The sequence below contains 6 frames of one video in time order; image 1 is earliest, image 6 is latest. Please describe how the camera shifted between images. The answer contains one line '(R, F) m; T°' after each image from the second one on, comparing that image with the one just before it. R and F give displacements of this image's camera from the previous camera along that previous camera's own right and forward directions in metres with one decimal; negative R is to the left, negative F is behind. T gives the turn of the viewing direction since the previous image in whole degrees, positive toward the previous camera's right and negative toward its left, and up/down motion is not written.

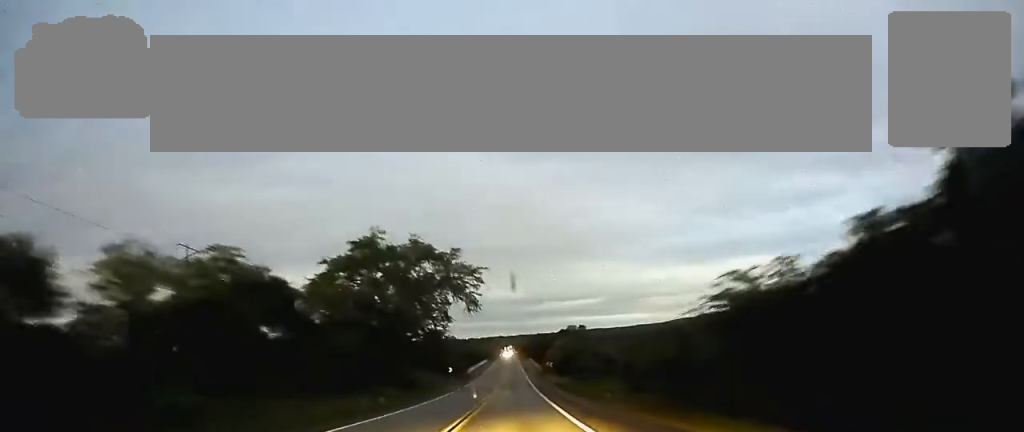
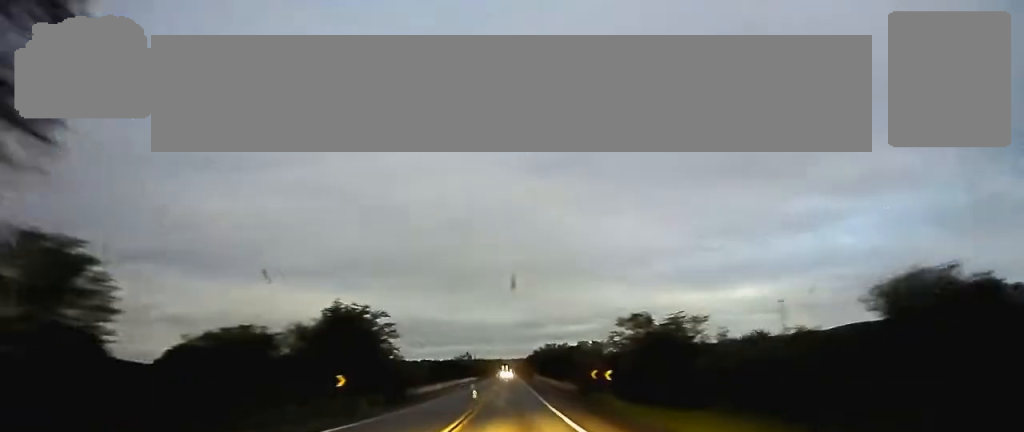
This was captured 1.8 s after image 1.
(+0.3, +58.4) m; 0°
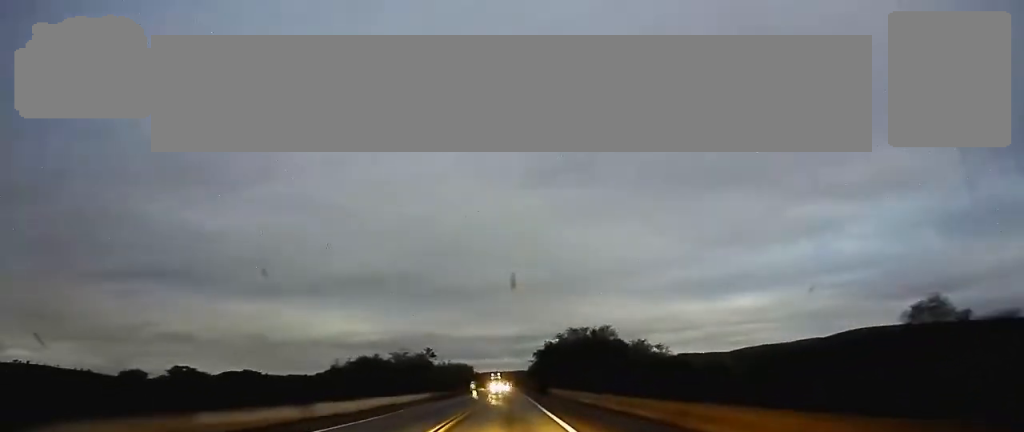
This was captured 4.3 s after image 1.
(-0.3, +80.0) m; 0°
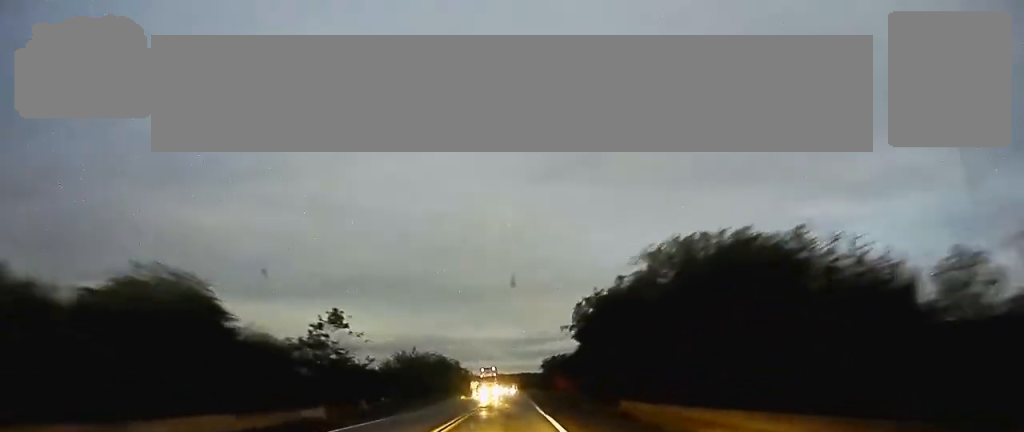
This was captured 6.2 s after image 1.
(-0.1, +58.6) m; 0°
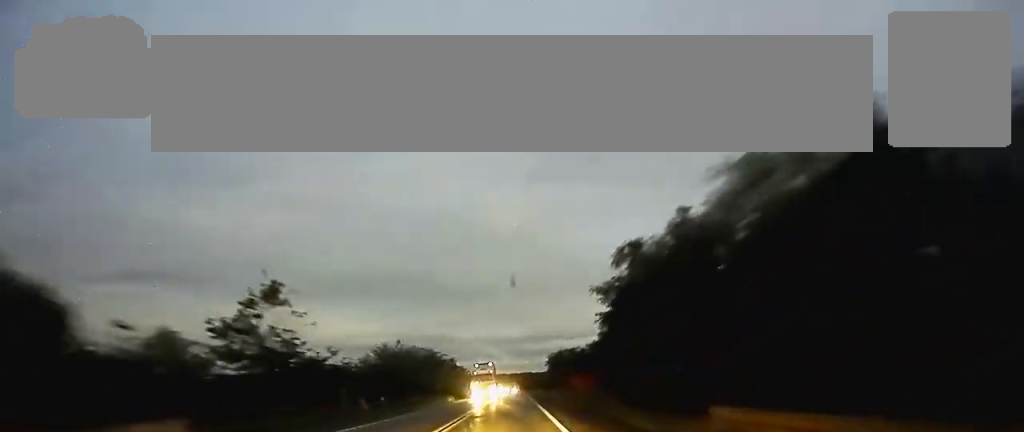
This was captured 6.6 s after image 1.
(0.0, +13.4) m; 0°
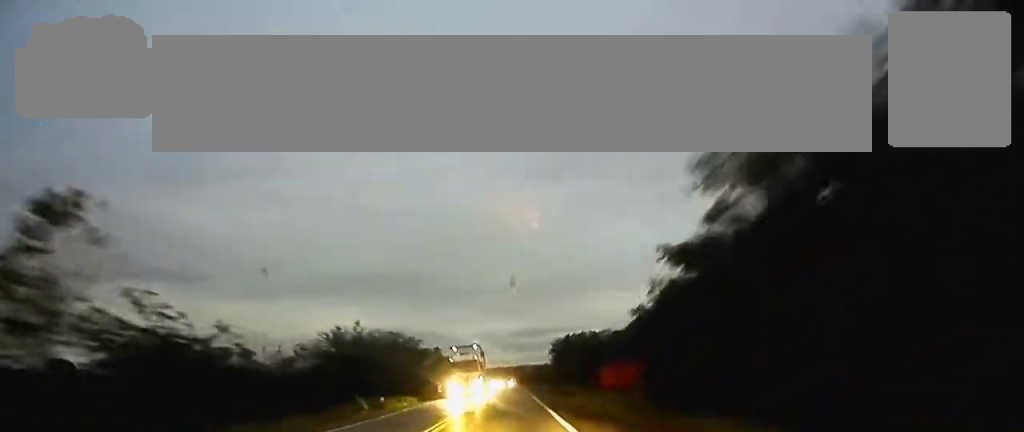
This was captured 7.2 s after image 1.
(0.0, +18.5) m; 0°
